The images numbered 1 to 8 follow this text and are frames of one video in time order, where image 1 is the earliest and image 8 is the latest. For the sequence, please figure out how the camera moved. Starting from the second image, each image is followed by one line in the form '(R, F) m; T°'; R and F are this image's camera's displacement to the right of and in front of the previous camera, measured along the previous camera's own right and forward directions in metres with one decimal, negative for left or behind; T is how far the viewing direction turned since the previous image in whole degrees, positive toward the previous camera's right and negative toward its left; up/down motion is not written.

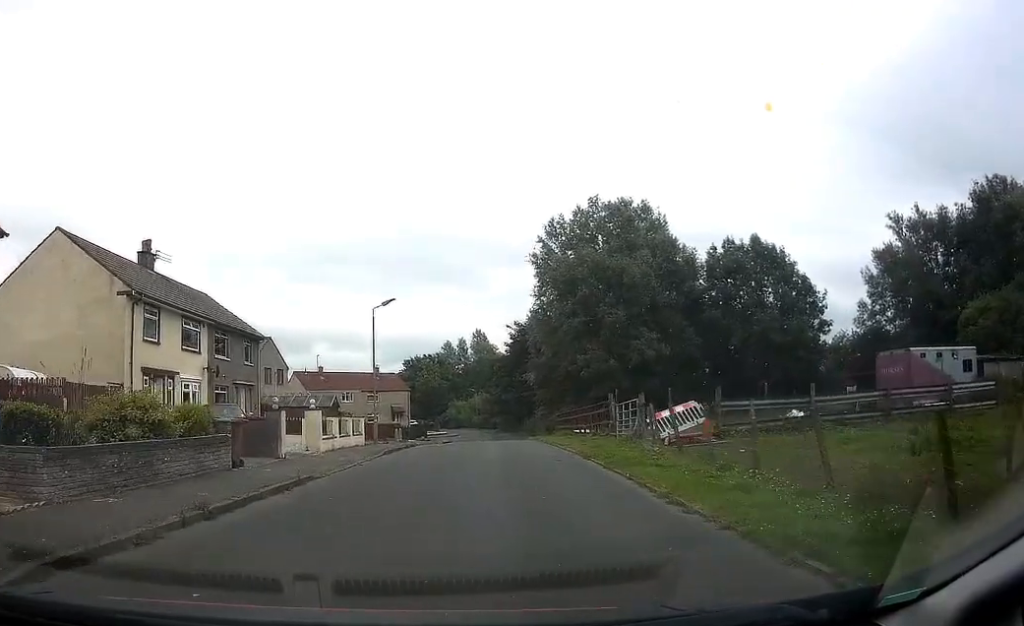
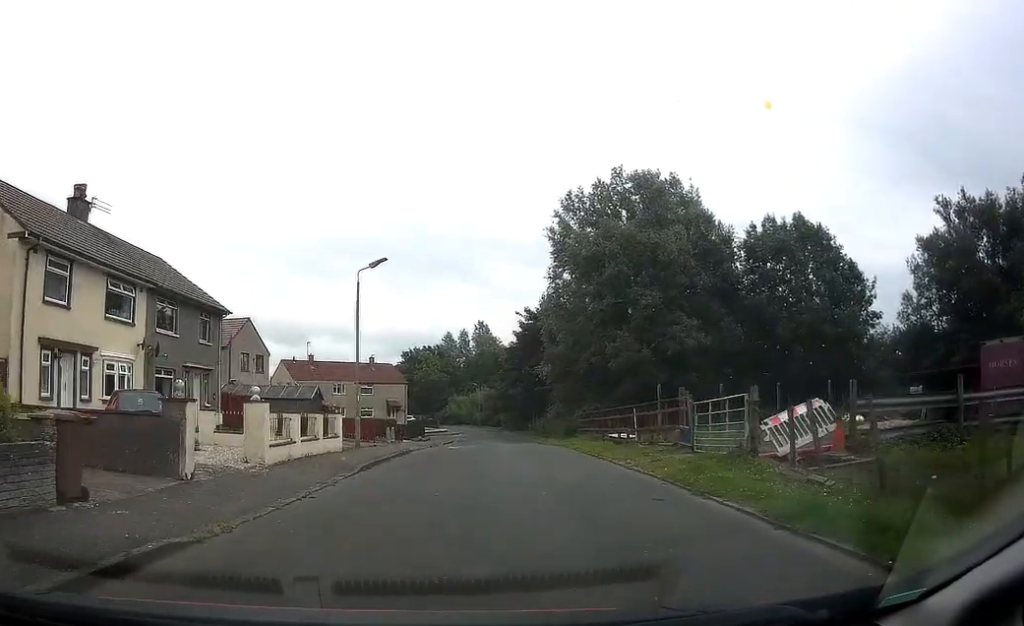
(0.0, +7.2) m; +2°
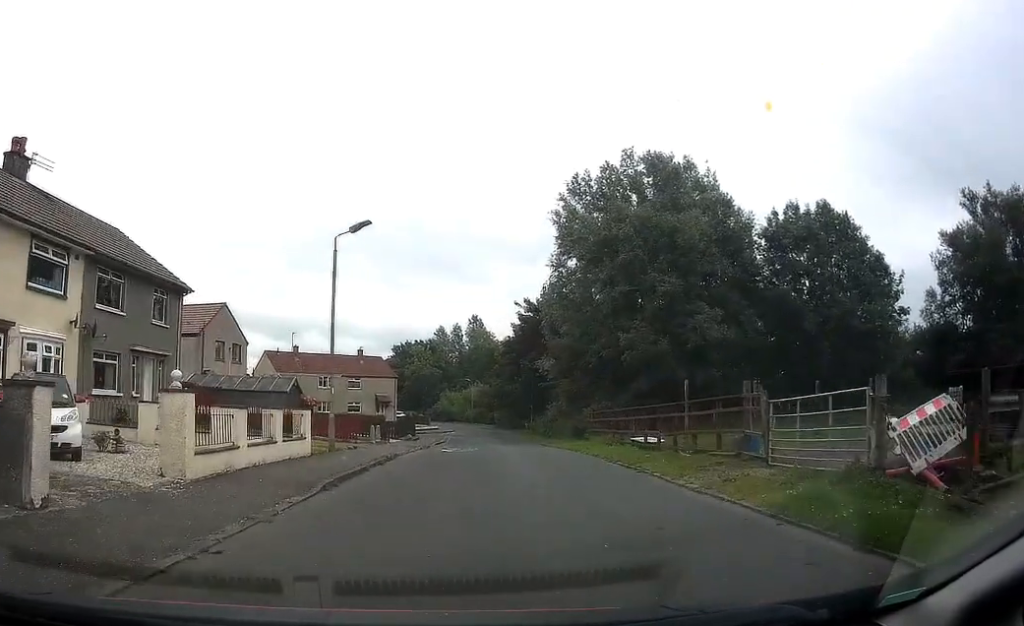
(0.0, +4.5) m; +2°
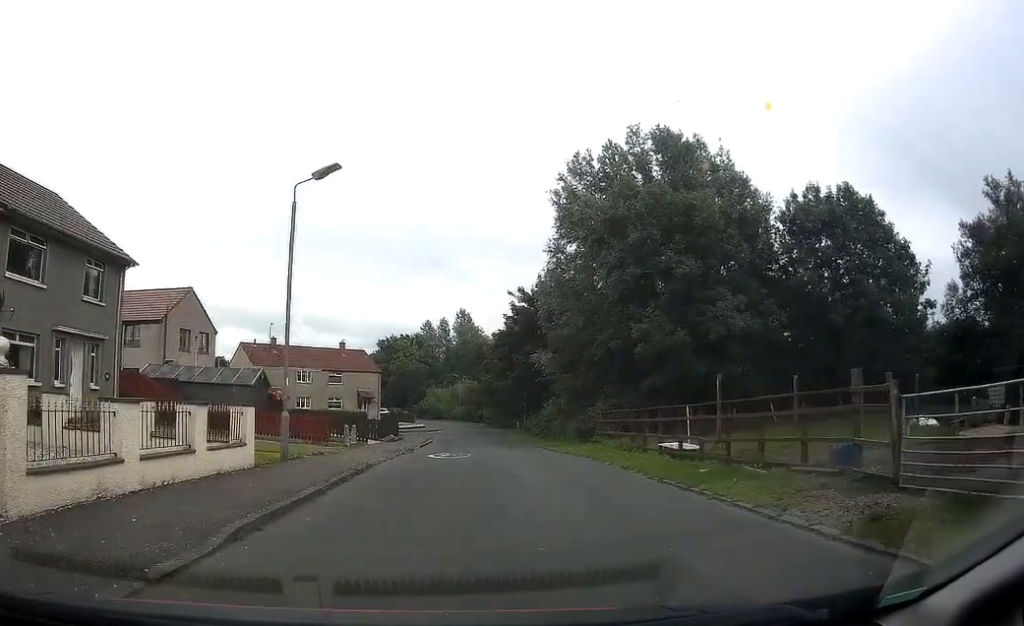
(+0.2, +4.7) m; +2°
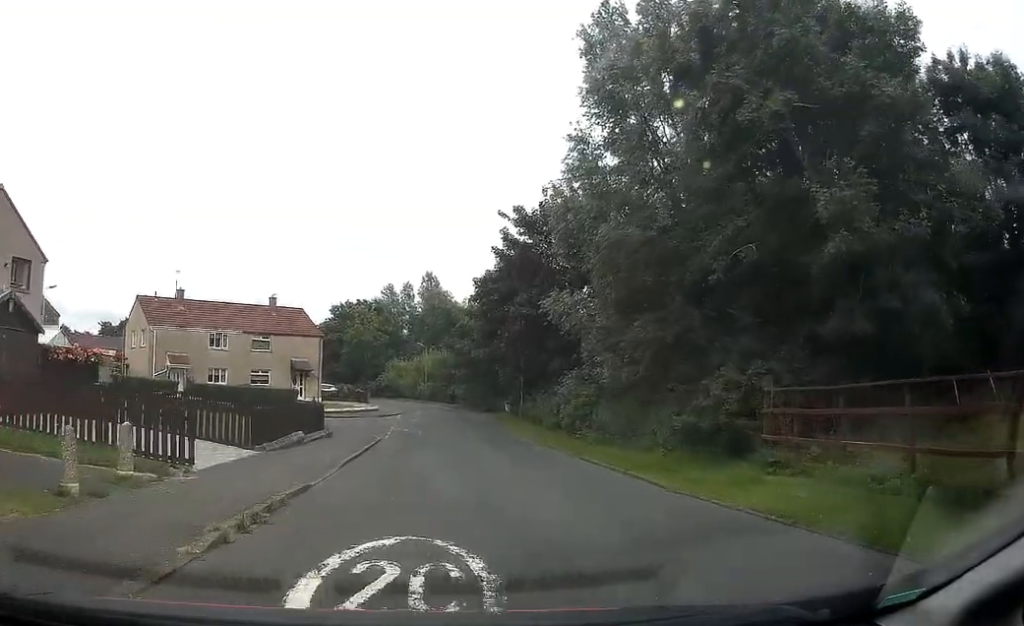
(+0.3, +19.0) m; +1°
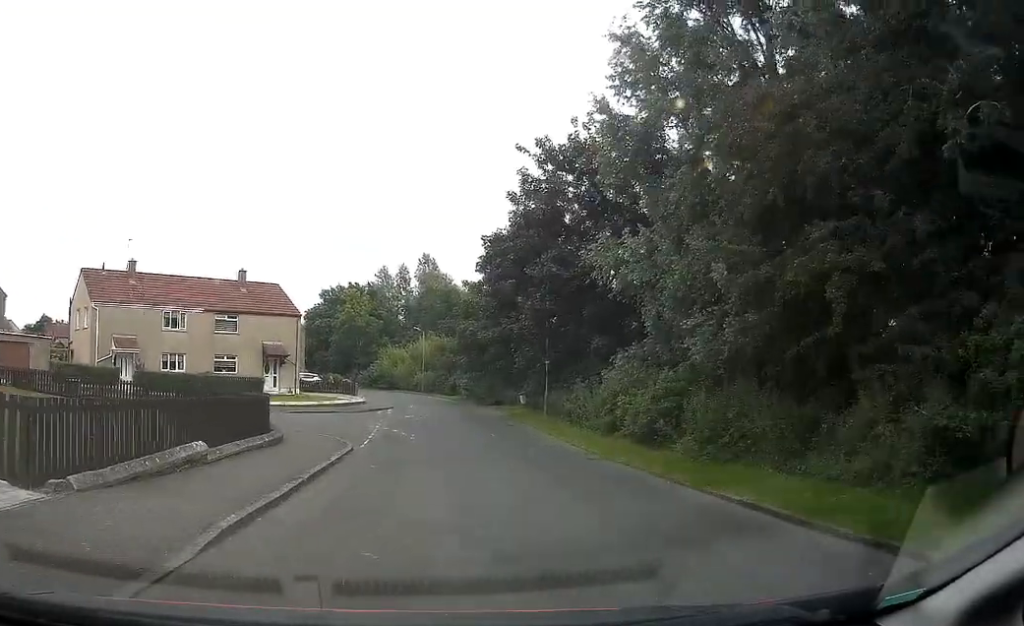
(+0.1, +9.1) m; +3°
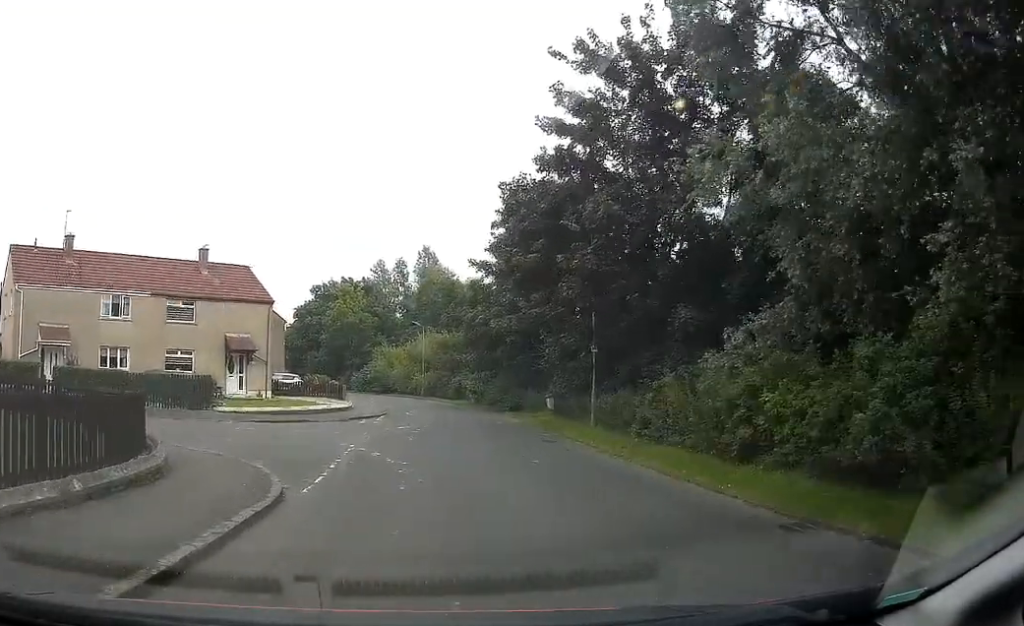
(+0.3, +9.2) m; 0°
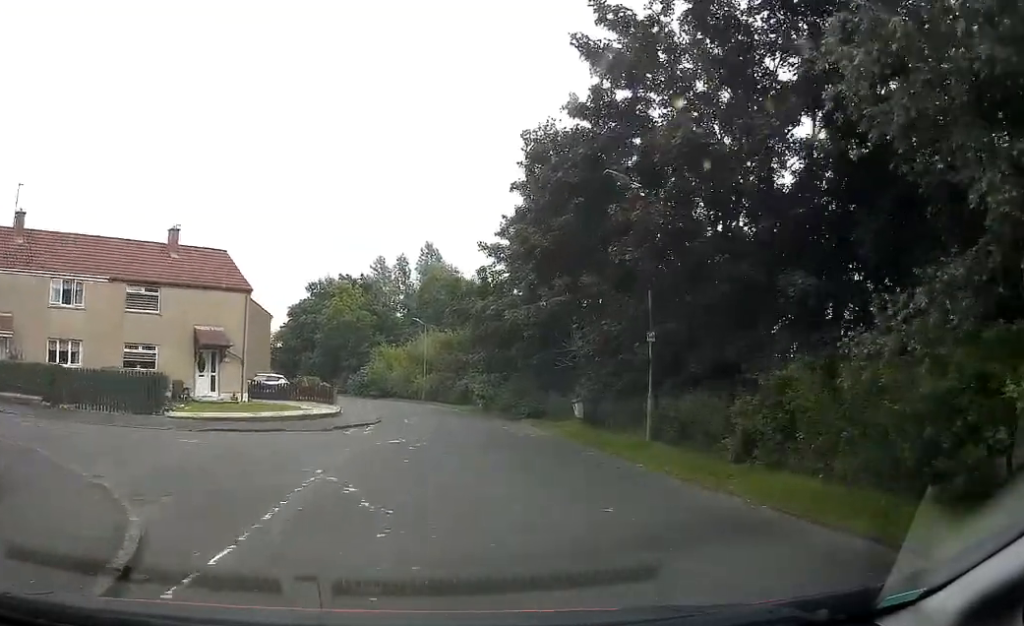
(-0.2, +5.8) m; -2°
